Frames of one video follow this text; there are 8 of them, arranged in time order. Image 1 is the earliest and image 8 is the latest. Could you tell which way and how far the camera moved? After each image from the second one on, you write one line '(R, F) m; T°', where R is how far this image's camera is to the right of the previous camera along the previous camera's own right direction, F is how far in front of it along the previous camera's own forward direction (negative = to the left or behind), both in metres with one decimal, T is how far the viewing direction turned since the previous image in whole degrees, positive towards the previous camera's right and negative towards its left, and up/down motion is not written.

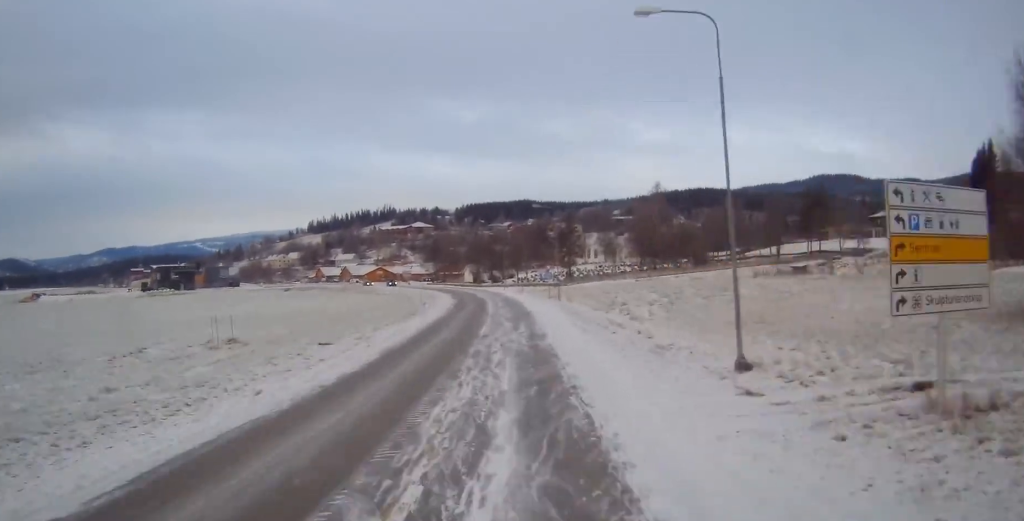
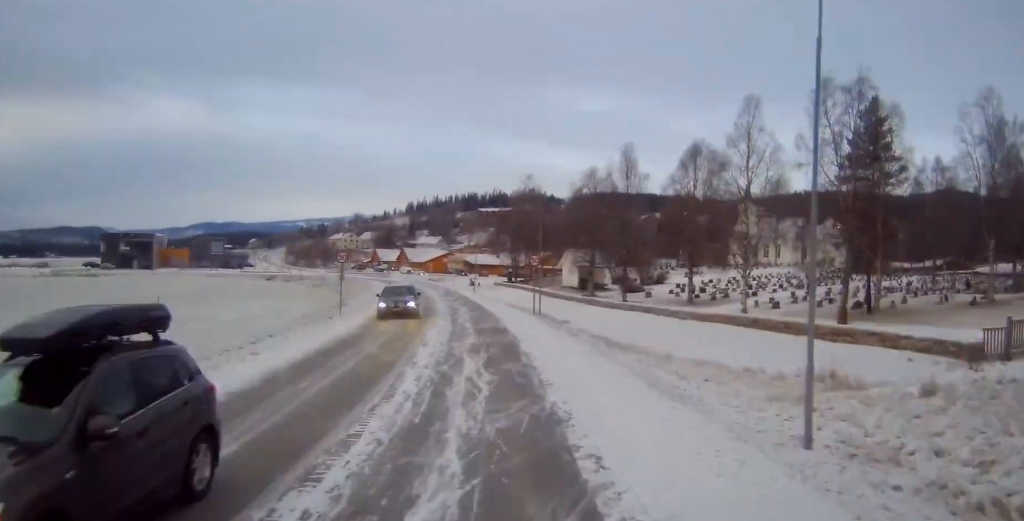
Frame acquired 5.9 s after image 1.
(-5.6, +84.8) m; -10°
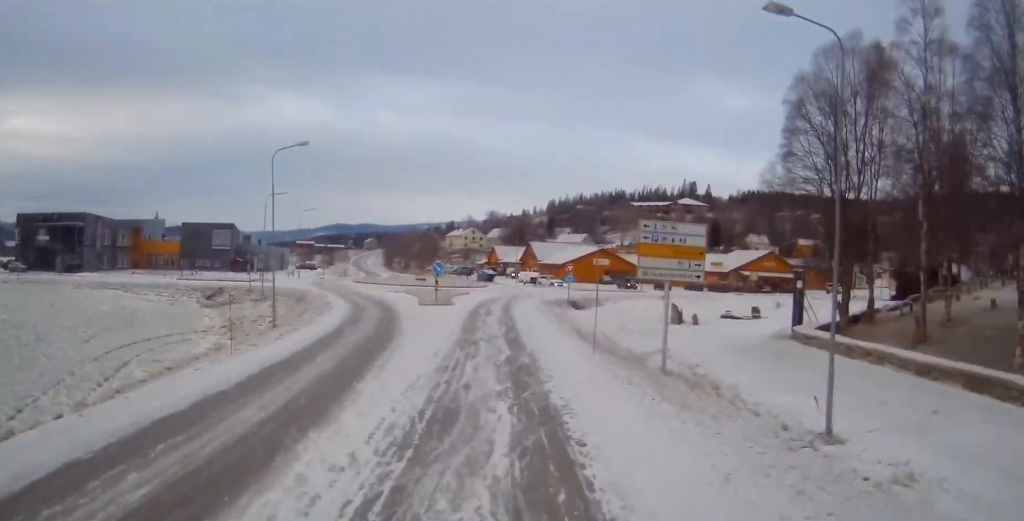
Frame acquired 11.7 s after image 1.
(-7.0, +67.6) m; -8°
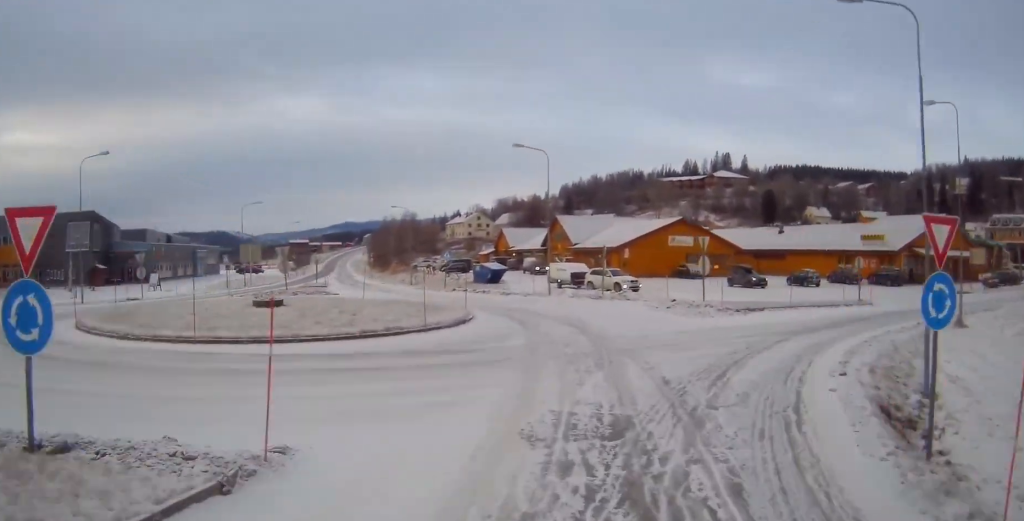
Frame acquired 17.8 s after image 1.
(+0.8, +51.5) m; +25°
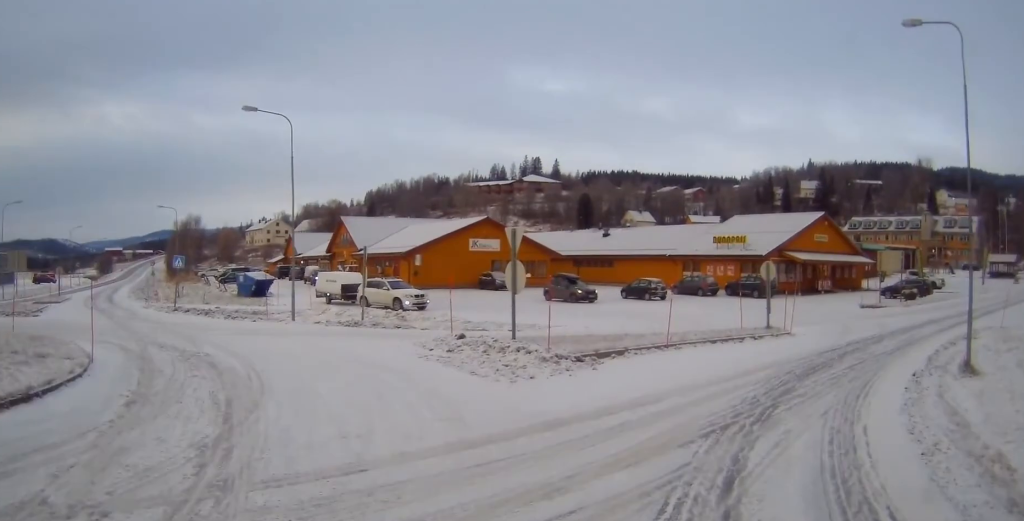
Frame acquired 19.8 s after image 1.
(+5.7, +13.1) m; +18°
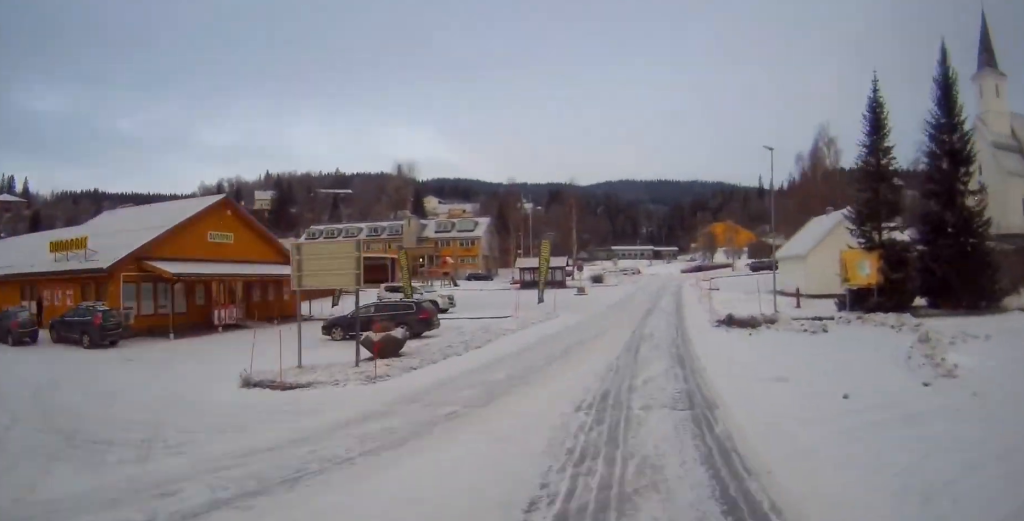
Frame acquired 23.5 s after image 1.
(+7.4, +25.1) m; +22°
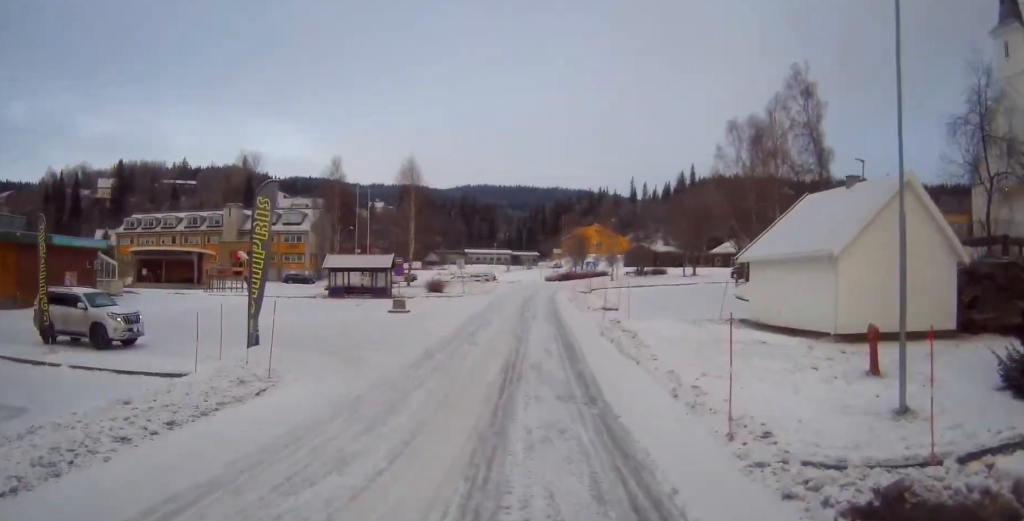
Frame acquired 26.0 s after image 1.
(+1.6, +17.8) m; +7°
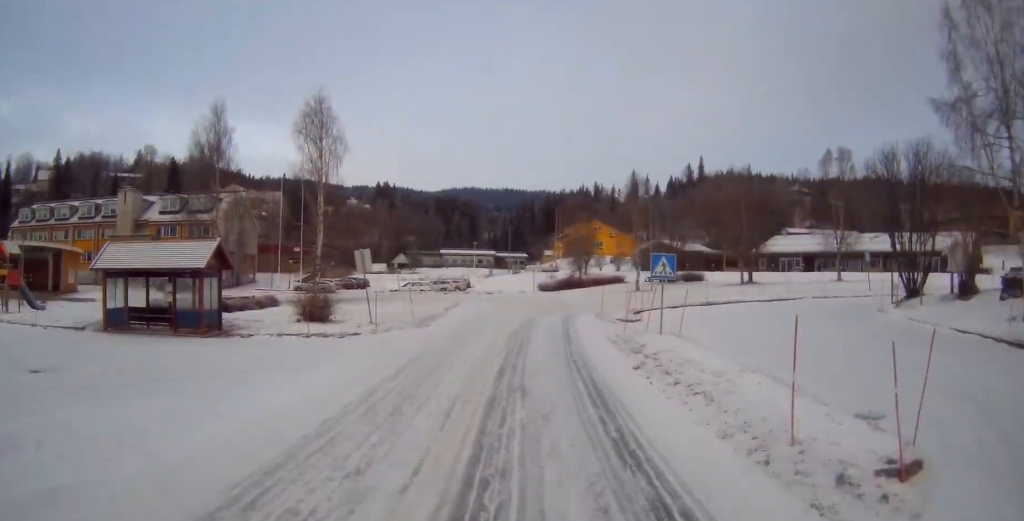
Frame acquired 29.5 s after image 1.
(+0.5, +23.9) m; +3°
